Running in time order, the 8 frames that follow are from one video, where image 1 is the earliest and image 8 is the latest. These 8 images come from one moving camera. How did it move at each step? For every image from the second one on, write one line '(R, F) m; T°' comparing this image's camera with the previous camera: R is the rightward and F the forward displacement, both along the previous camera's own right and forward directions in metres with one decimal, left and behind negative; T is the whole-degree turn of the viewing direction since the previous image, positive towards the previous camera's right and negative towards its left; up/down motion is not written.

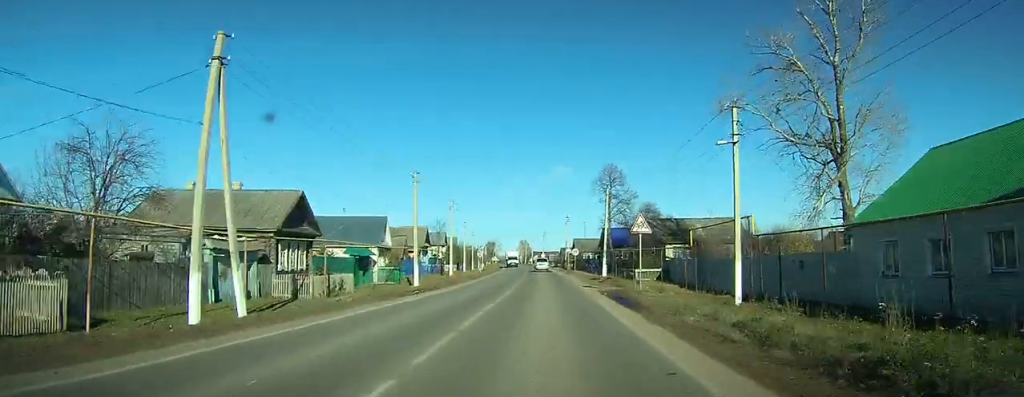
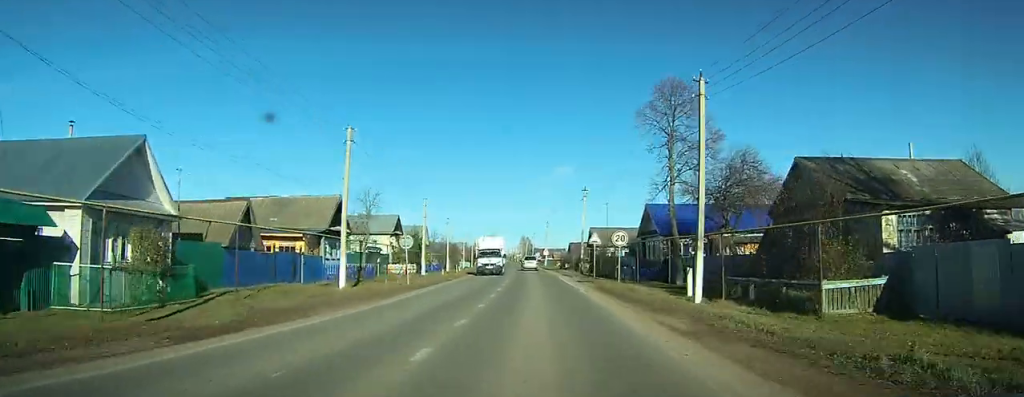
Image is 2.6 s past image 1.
(0.0, +37.6) m; 0°
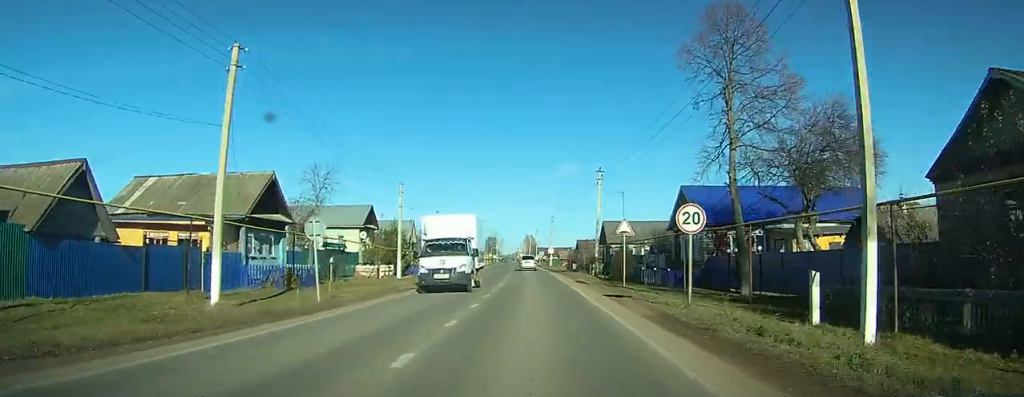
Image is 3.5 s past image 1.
(0.0, +13.4) m; 0°
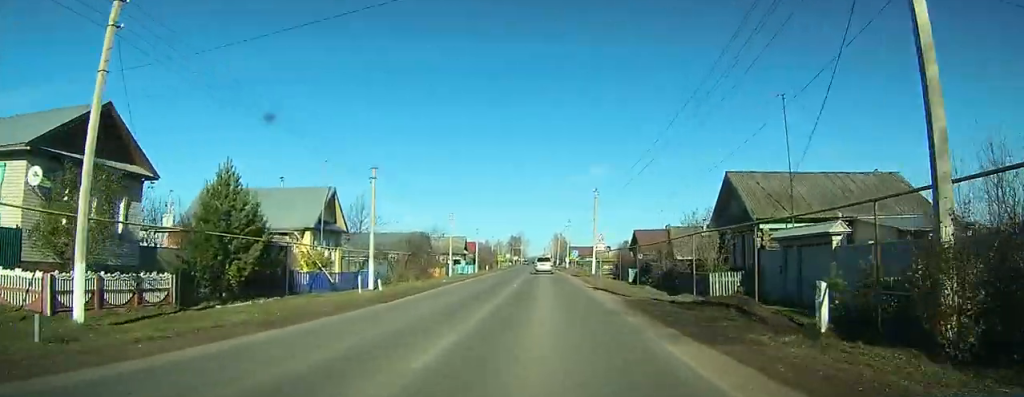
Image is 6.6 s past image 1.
(-0.8, +41.5) m; -2°
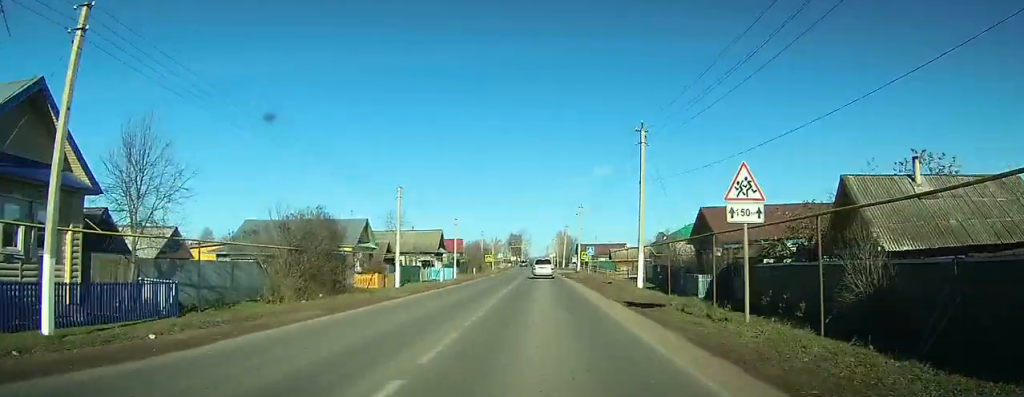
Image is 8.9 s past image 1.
(-0.3, +27.0) m; -2°
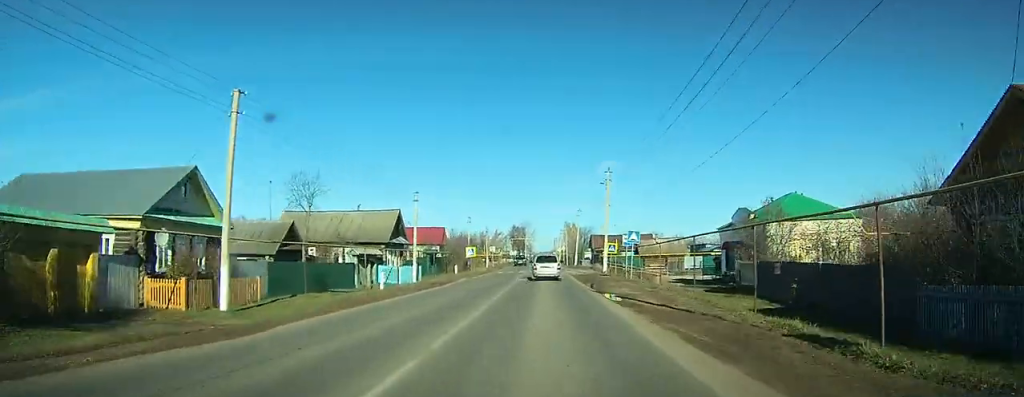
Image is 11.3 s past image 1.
(-0.4, +25.2) m; -1°
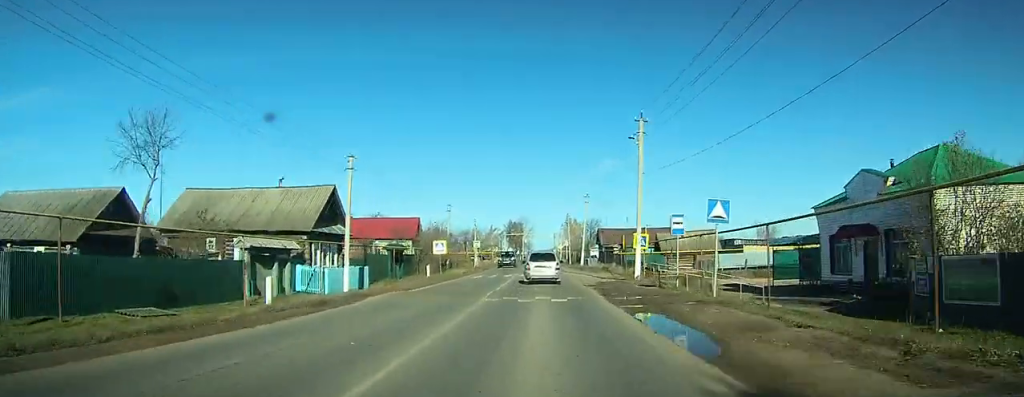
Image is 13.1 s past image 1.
(0.0, +15.7) m; 0°
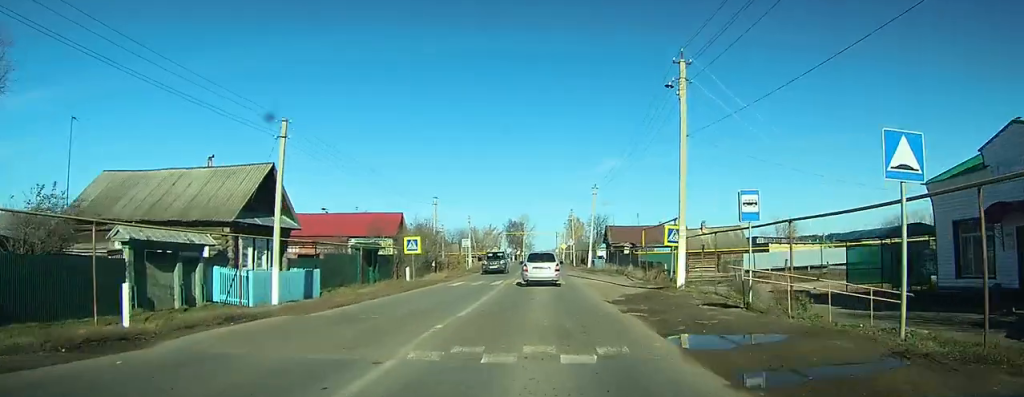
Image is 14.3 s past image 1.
(0.0, +9.5) m; 0°
